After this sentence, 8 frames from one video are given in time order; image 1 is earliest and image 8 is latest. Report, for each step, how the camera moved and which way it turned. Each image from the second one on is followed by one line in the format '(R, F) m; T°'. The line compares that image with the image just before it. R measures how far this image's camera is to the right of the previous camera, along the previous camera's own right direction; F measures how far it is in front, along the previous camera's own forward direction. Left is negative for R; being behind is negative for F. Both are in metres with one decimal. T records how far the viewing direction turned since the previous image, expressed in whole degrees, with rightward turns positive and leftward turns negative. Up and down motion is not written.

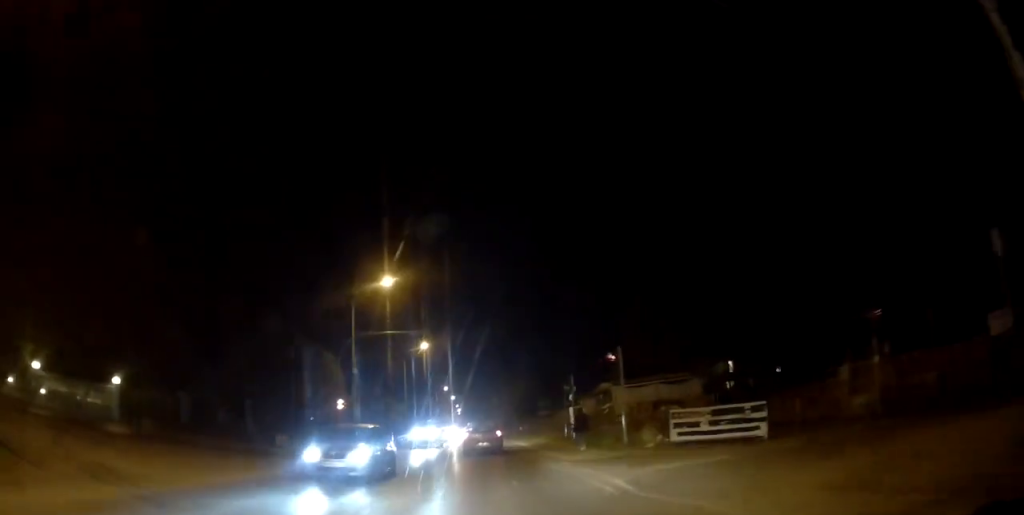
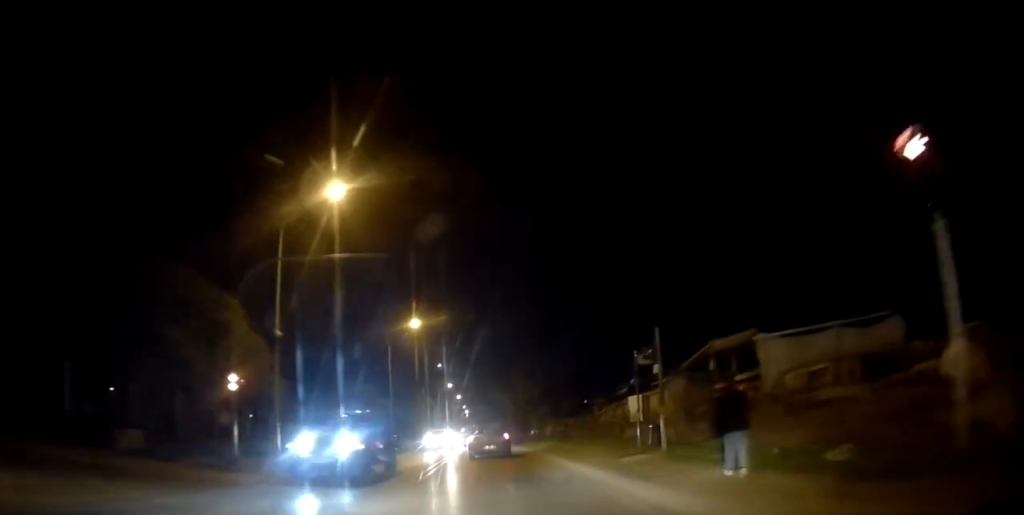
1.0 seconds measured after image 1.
(-0.1, +13.6) m; 0°
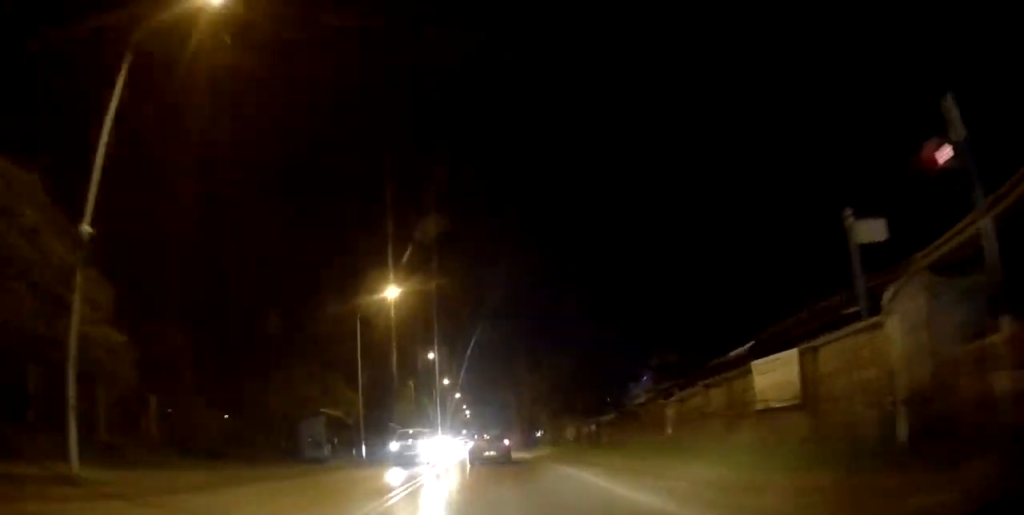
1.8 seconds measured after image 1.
(0.0, +11.1) m; 0°
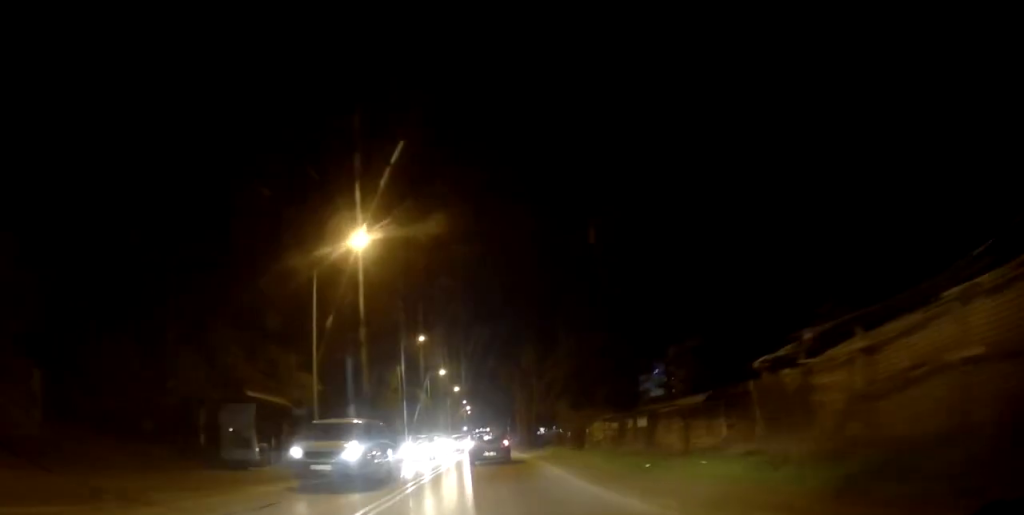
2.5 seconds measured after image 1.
(0.0, +9.3) m; -1°
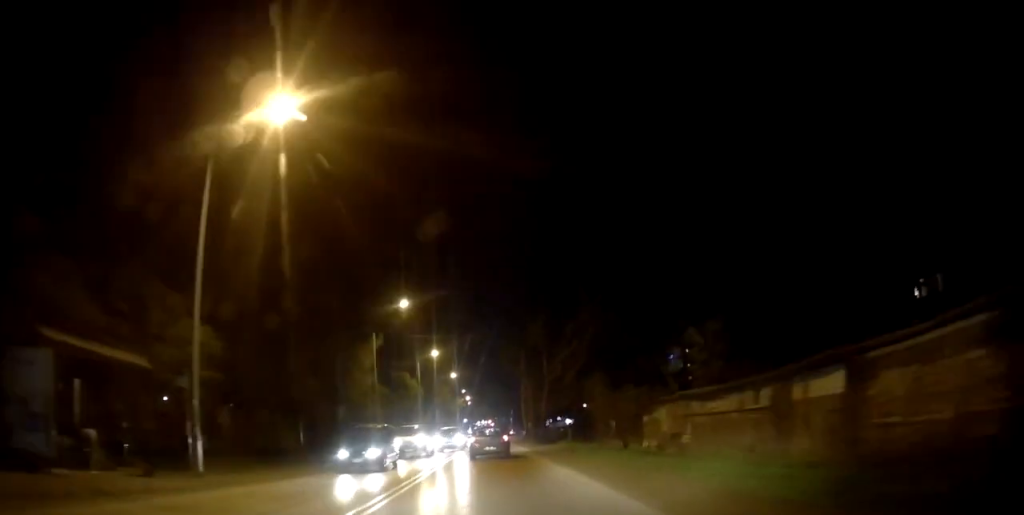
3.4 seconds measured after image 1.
(-0.1, +11.3) m; -2°
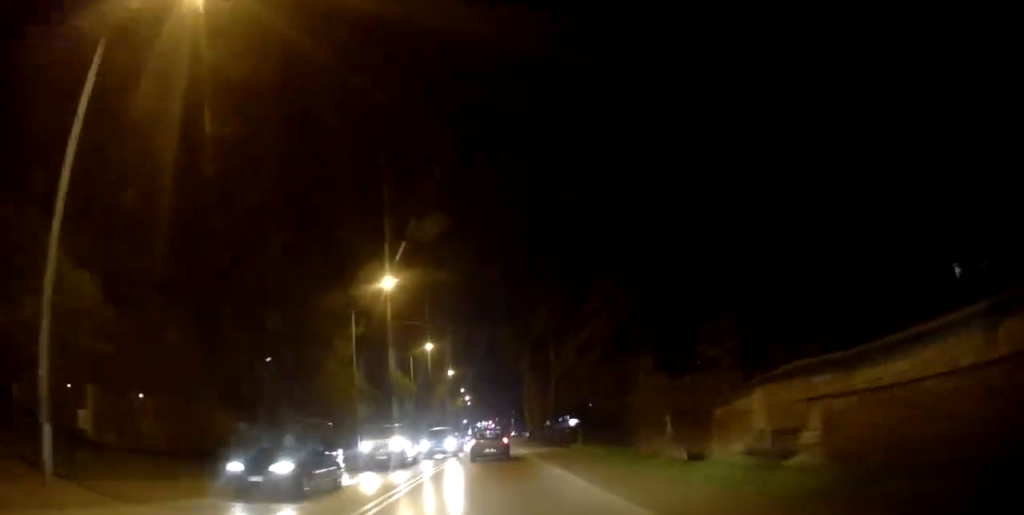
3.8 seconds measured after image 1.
(-0.2, +6.2) m; 0°
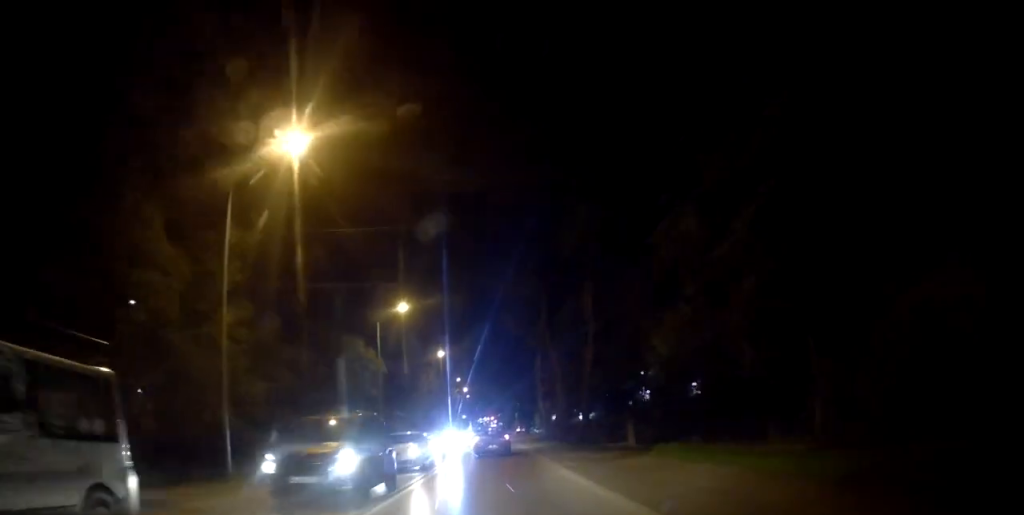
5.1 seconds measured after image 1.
(+0.3, +17.1) m; 0°
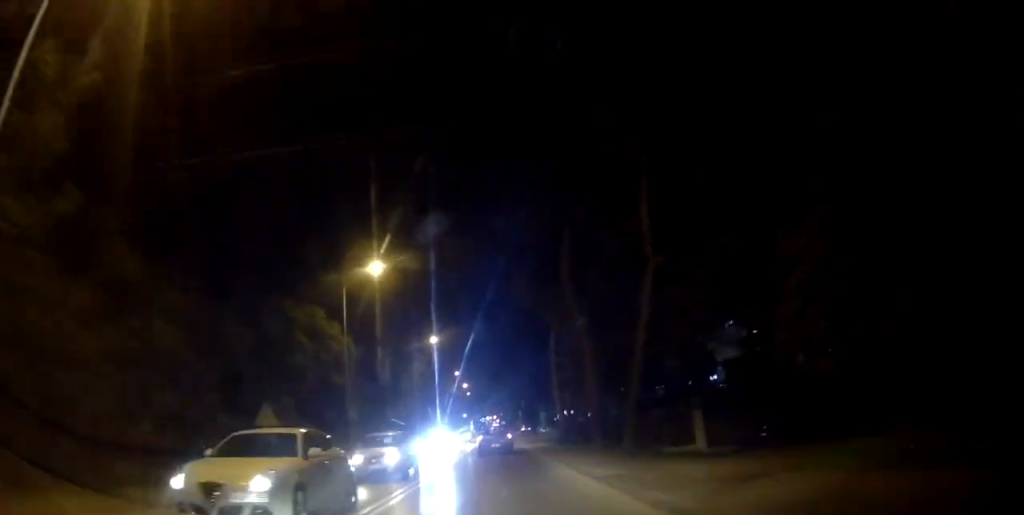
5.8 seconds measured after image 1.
(-0.2, +10.1) m; 0°
